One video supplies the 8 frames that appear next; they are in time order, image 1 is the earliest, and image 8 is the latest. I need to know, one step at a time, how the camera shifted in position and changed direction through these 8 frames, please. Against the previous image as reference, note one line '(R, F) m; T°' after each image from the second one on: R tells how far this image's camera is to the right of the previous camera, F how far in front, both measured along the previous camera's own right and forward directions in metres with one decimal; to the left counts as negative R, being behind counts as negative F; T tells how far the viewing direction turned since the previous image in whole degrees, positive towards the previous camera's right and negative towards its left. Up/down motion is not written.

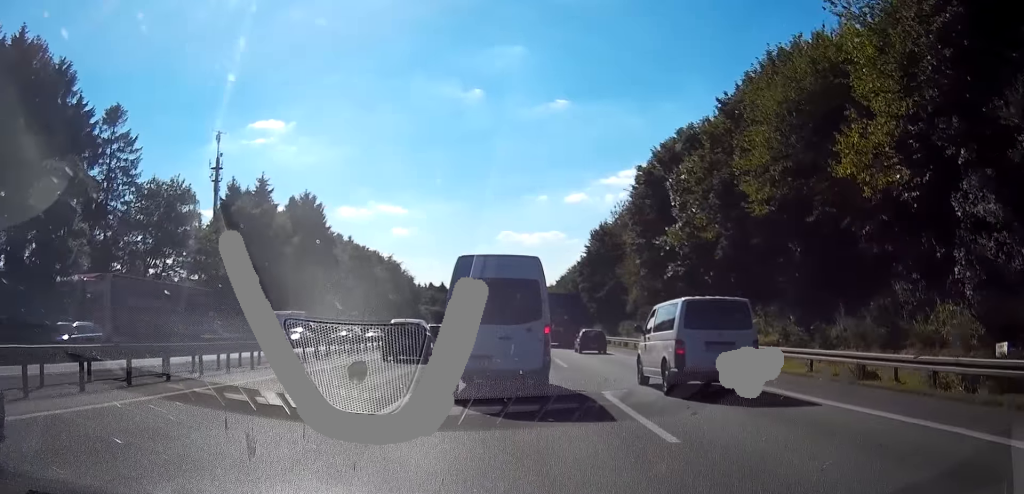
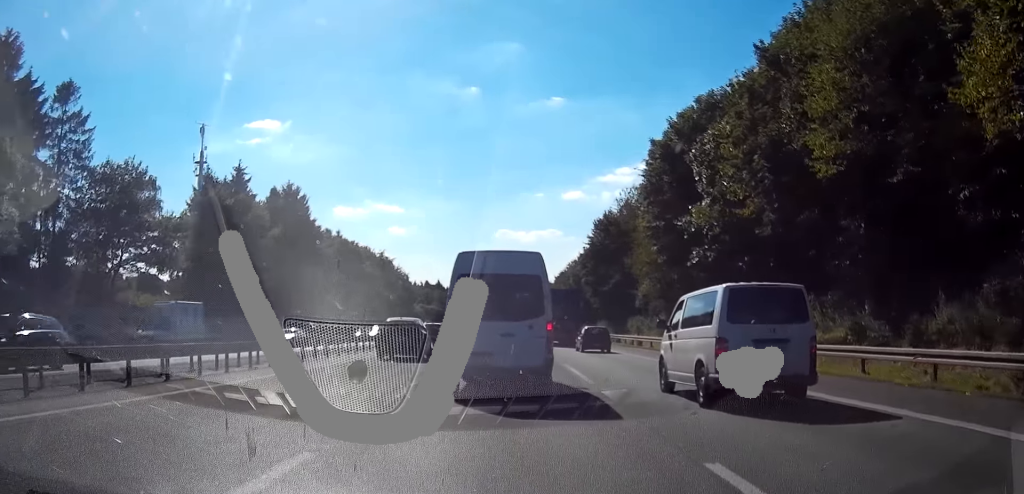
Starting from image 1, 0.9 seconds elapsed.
(+0.1, +8.0) m; +1°
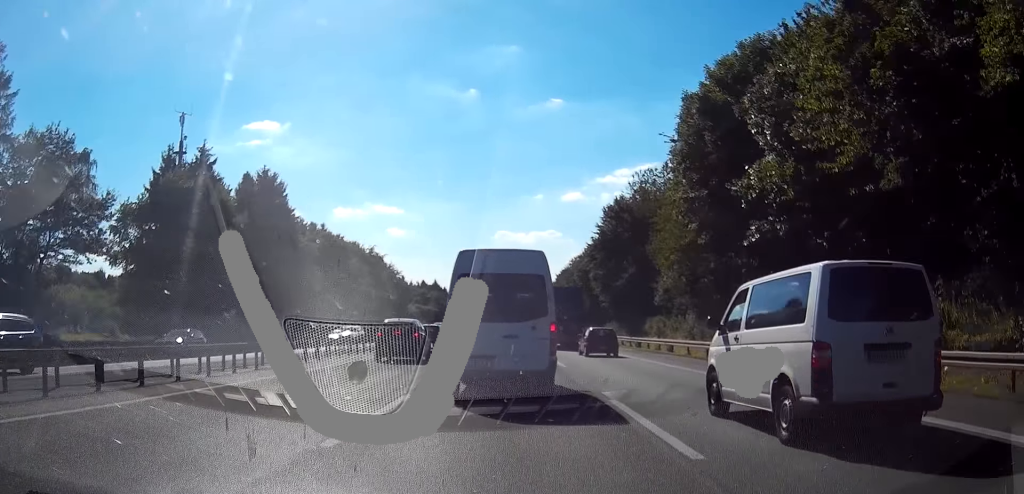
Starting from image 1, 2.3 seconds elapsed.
(+0.2, +11.4) m; +1°
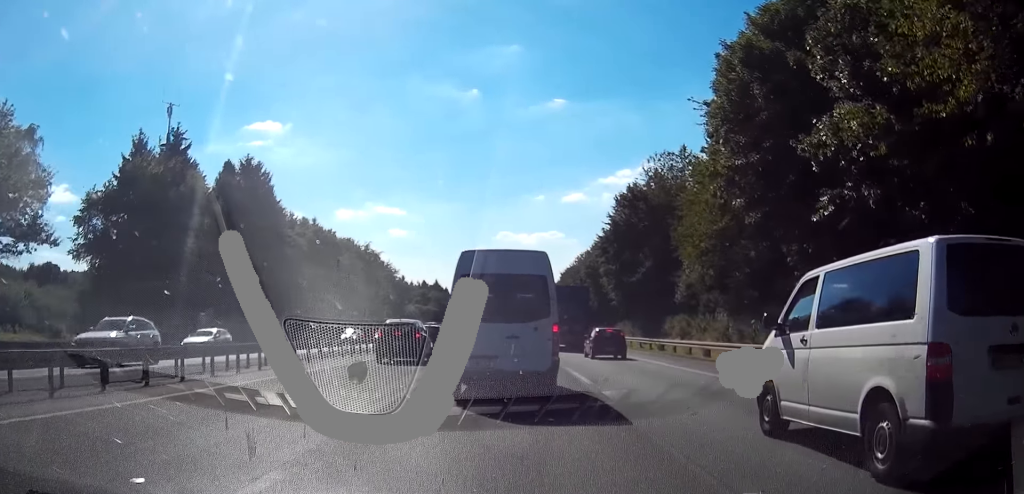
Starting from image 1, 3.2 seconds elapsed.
(0.0, +7.9) m; 0°
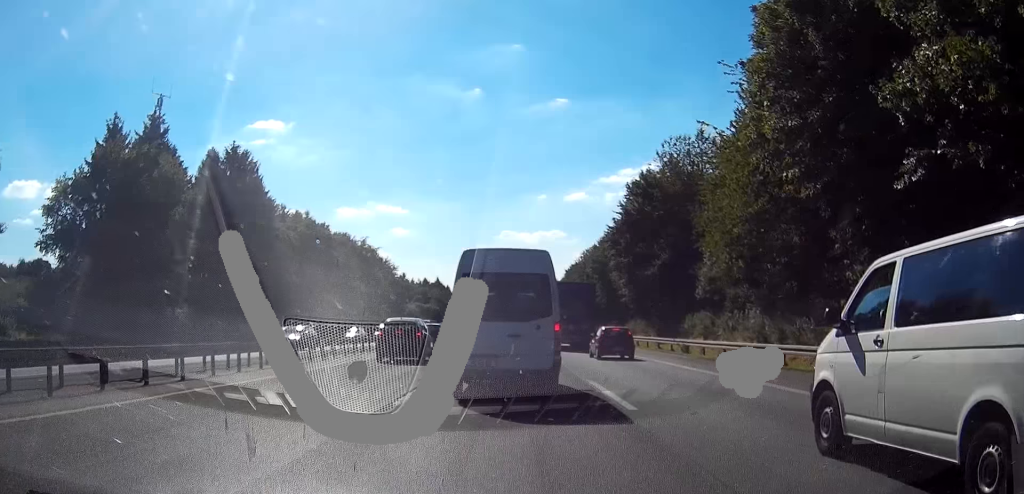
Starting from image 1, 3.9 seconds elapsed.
(0.0, +6.1) m; 0°
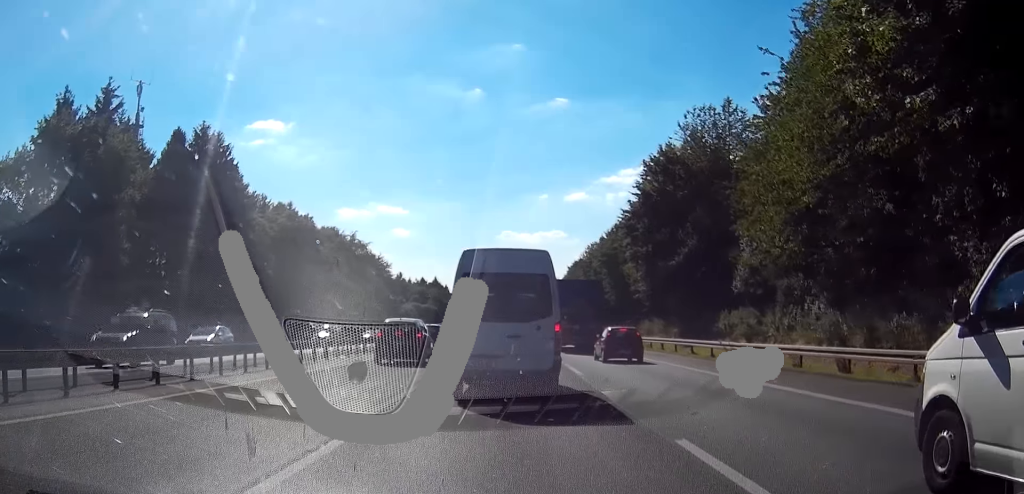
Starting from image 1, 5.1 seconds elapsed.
(0.0, +9.3) m; +1°
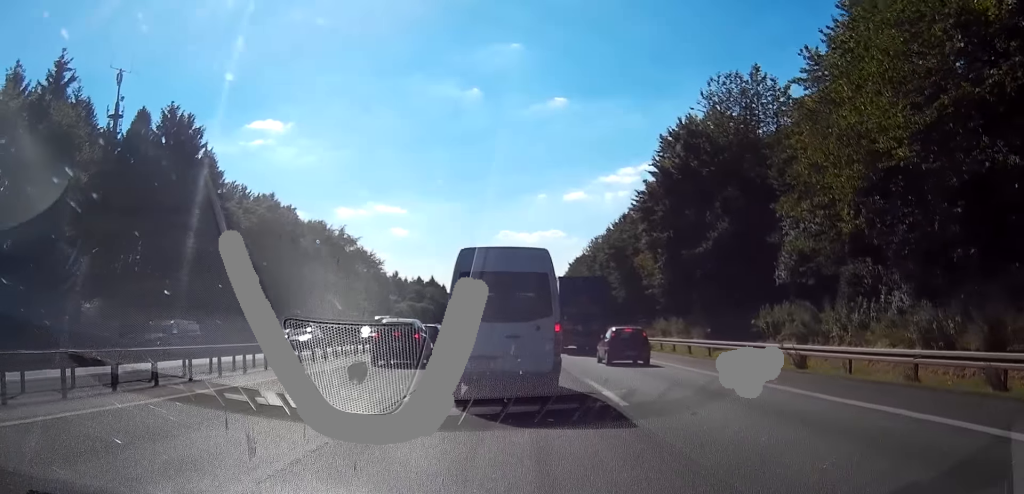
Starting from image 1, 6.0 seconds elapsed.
(+0.1, +7.8) m; -1°
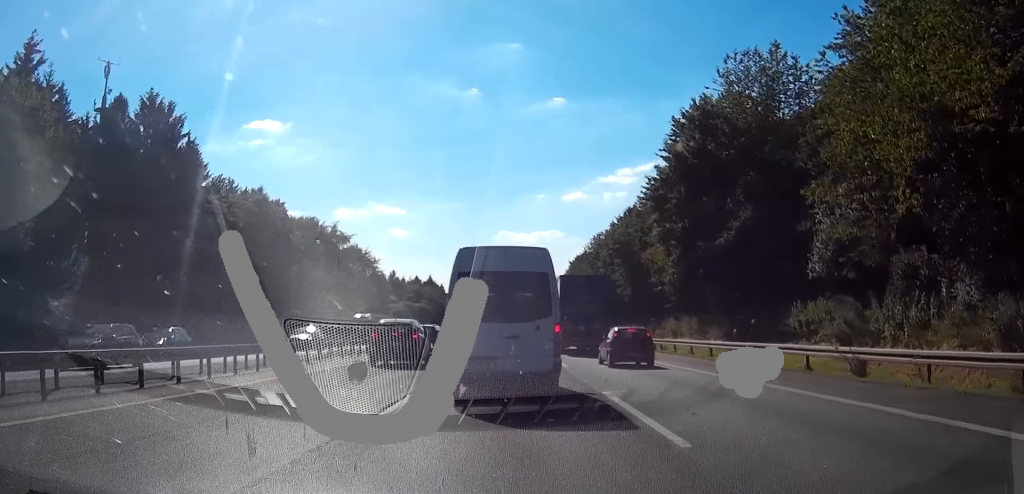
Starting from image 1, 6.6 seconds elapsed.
(0.0, +4.5) m; -1°
